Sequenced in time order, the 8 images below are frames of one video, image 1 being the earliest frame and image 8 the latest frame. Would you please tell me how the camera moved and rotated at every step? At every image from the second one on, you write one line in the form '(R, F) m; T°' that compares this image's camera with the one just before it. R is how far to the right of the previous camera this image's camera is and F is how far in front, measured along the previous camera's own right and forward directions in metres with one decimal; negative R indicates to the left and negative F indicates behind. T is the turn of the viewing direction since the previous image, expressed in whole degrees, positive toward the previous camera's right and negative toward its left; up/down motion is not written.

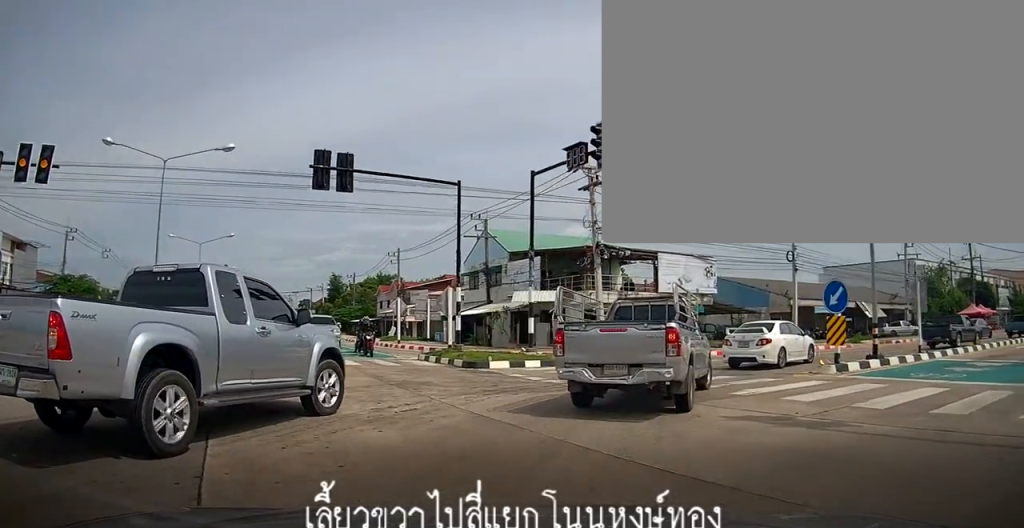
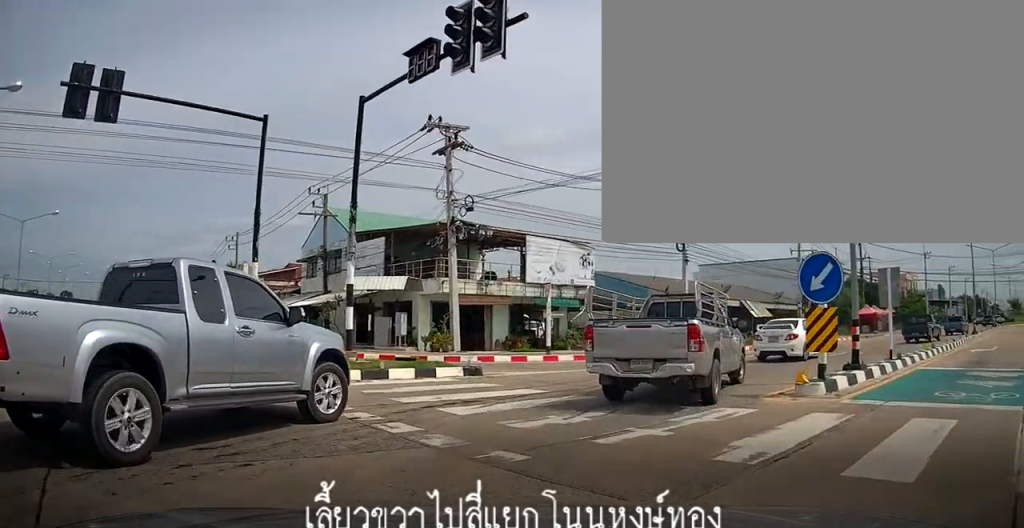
(+0.8, +5.8) m; +14°
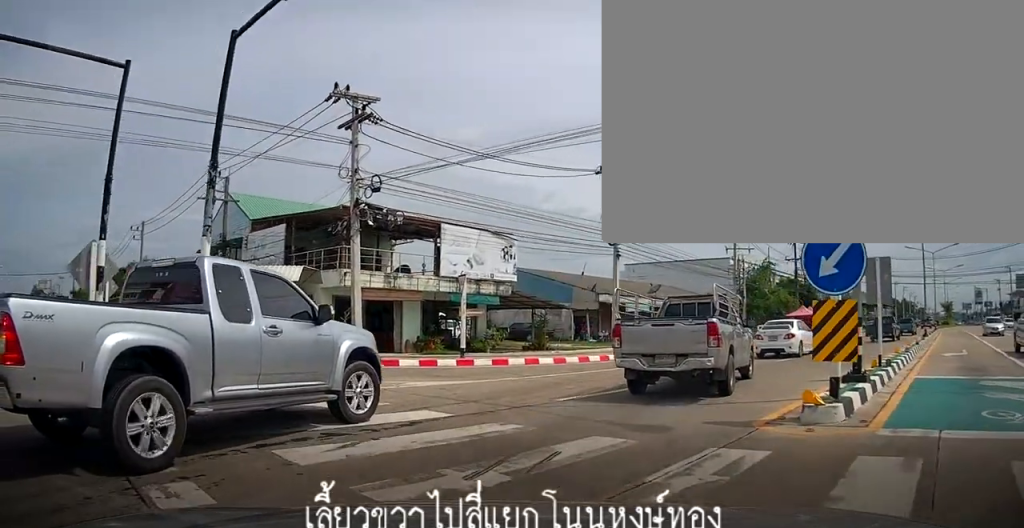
(+0.2, +3.2) m; +9°
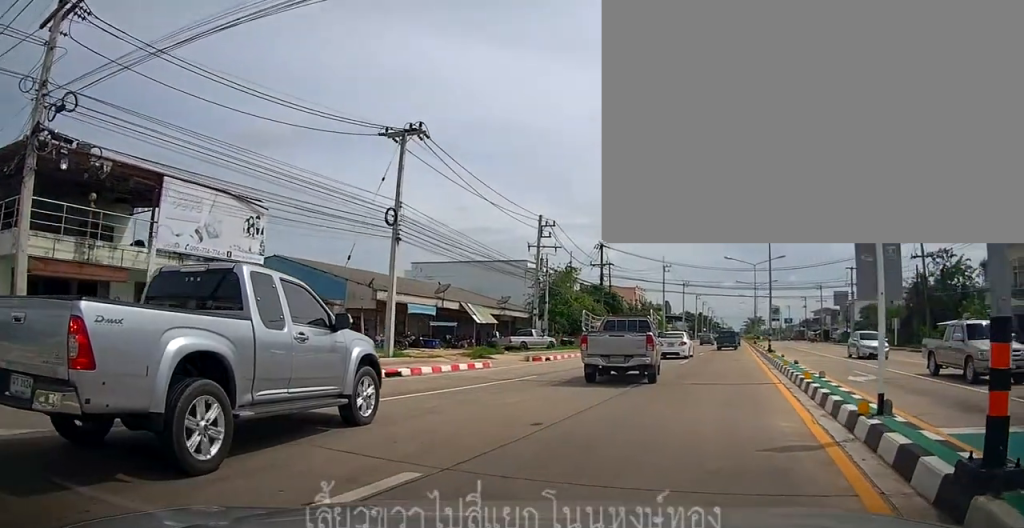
(+1.7, +6.8) m; +34°
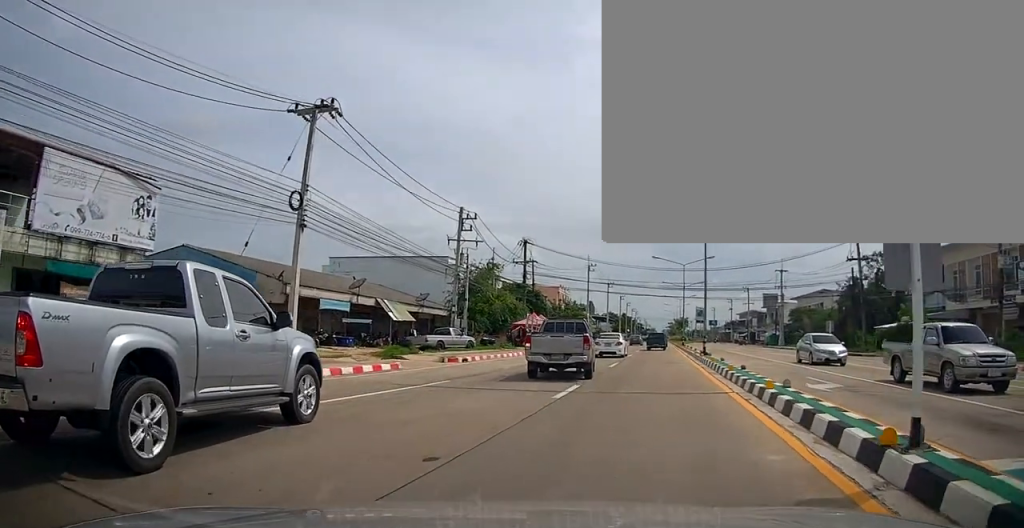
(+0.3, +2.1) m; +5°
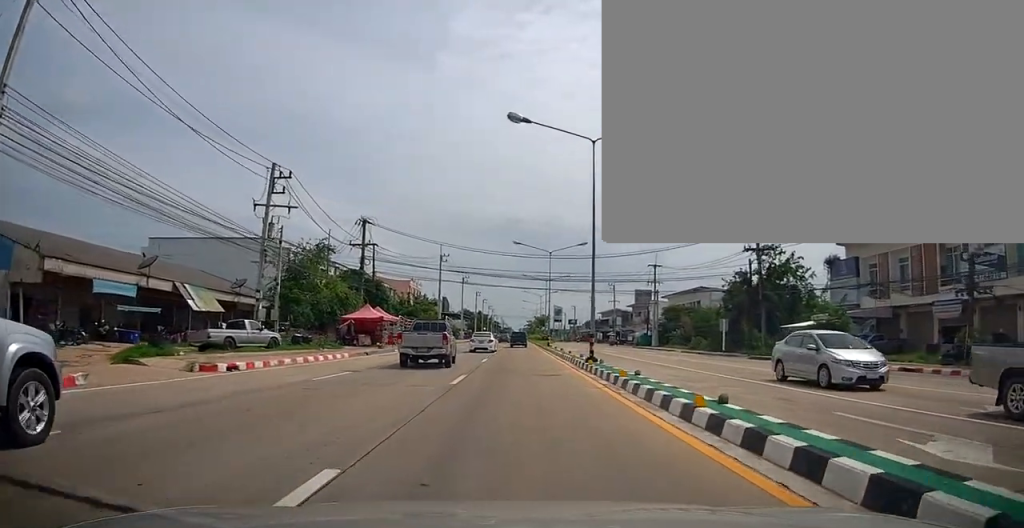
(+0.7, +8.0) m; +8°
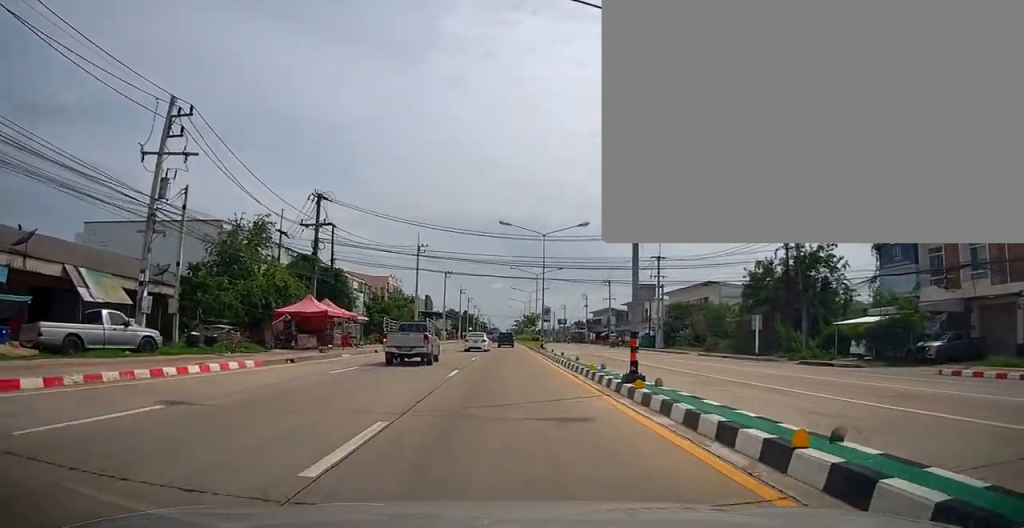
(+0.3, +8.3) m; 0°
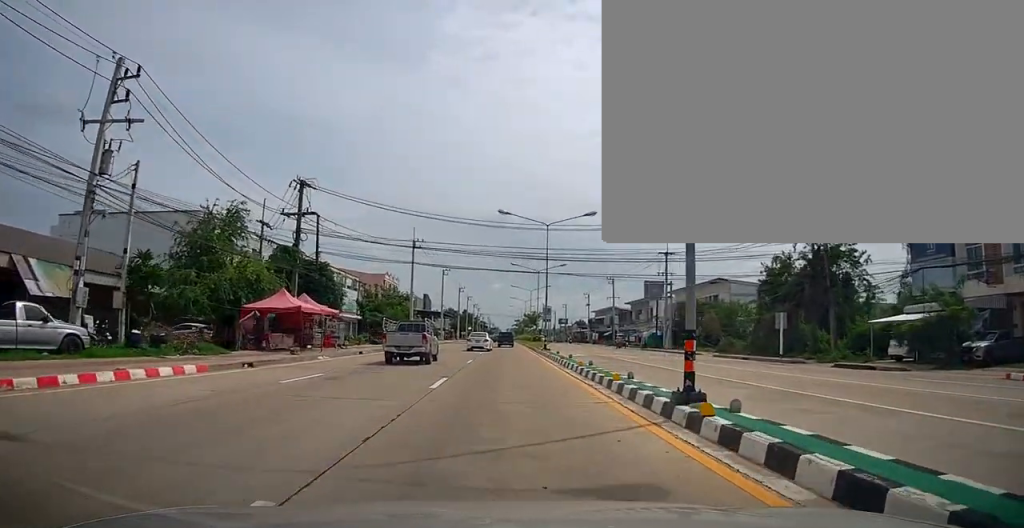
(0.0, +3.4) m; -2°
